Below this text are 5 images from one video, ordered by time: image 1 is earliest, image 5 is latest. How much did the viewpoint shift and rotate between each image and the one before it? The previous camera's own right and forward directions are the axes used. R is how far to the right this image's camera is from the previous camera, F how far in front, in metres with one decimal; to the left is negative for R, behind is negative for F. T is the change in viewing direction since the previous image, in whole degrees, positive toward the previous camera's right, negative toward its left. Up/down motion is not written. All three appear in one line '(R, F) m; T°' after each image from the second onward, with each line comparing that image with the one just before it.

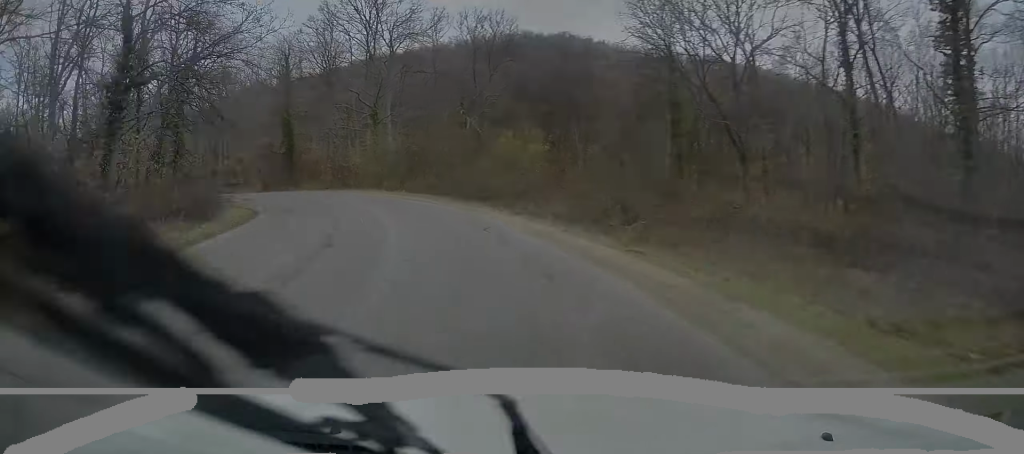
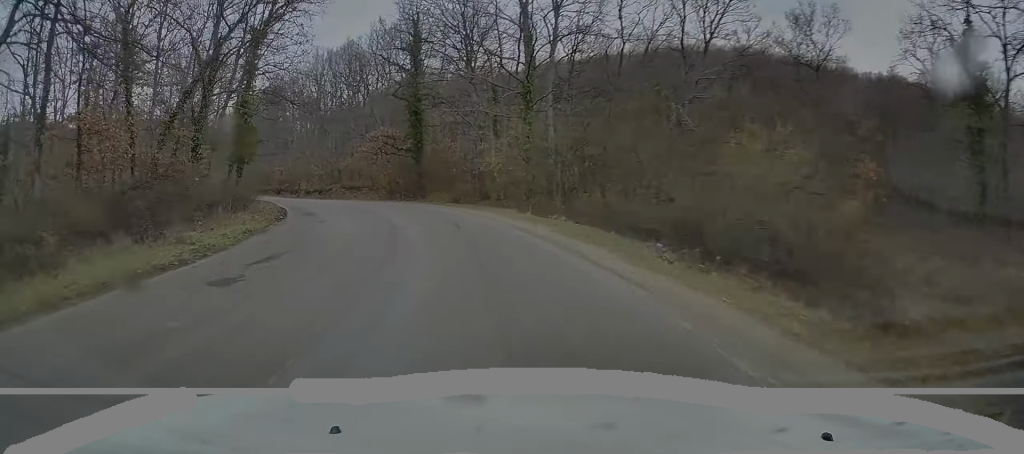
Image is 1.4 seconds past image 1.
(-2.2, +16.4) m; -14°
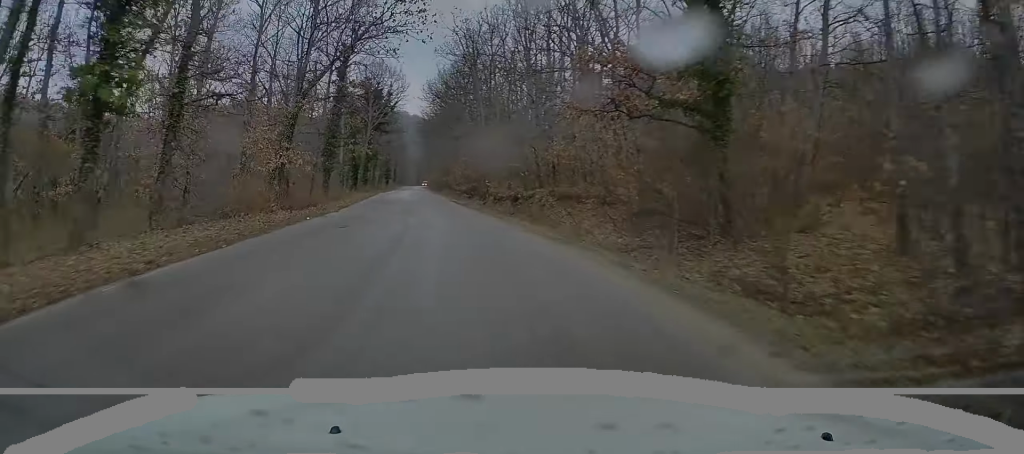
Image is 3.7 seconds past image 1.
(-5.0, +28.7) m; -20°
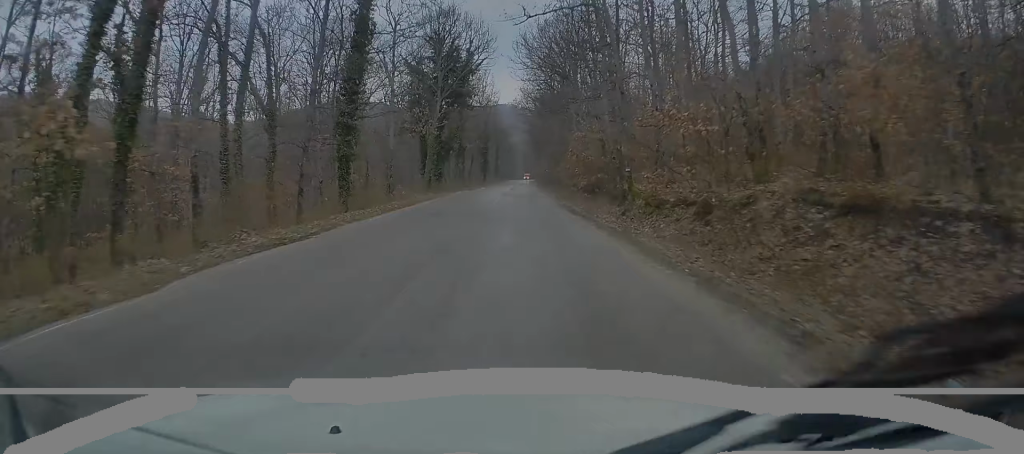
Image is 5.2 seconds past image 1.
(-2.2, +19.3) m; -10°
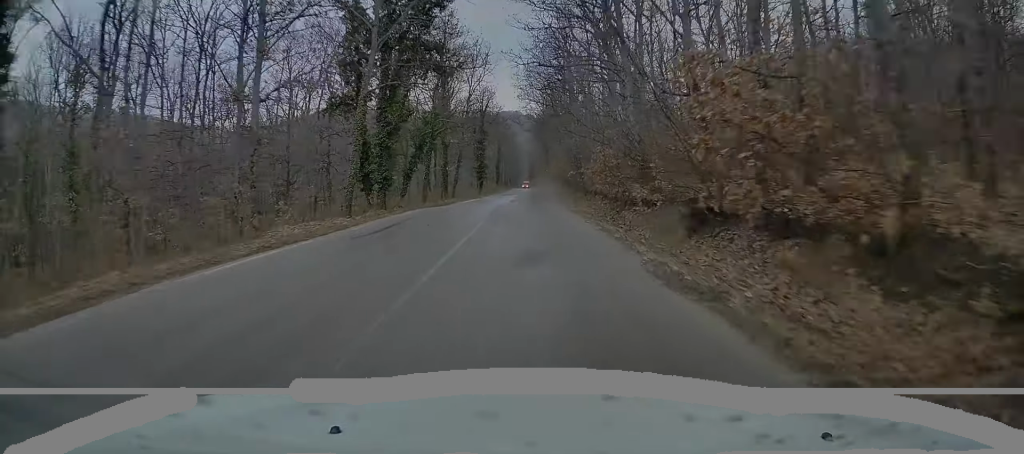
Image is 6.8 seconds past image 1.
(-0.7, +19.5) m; -3°
